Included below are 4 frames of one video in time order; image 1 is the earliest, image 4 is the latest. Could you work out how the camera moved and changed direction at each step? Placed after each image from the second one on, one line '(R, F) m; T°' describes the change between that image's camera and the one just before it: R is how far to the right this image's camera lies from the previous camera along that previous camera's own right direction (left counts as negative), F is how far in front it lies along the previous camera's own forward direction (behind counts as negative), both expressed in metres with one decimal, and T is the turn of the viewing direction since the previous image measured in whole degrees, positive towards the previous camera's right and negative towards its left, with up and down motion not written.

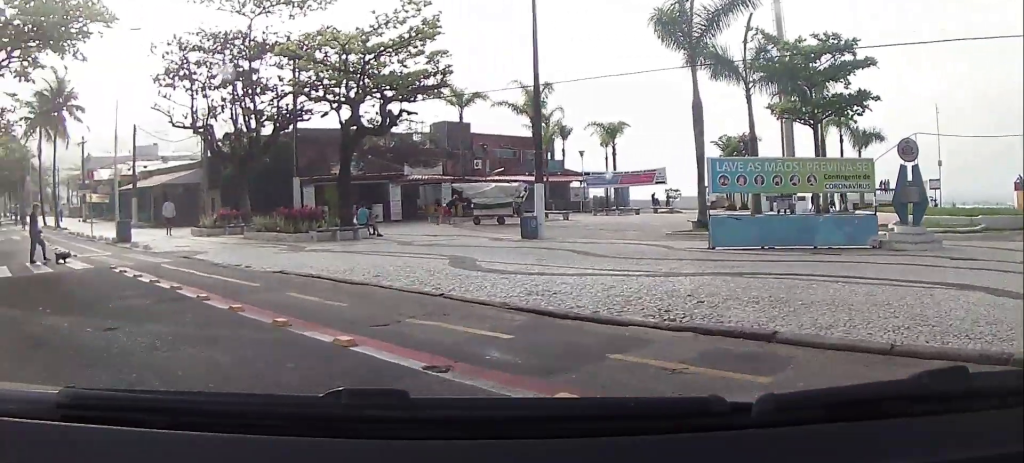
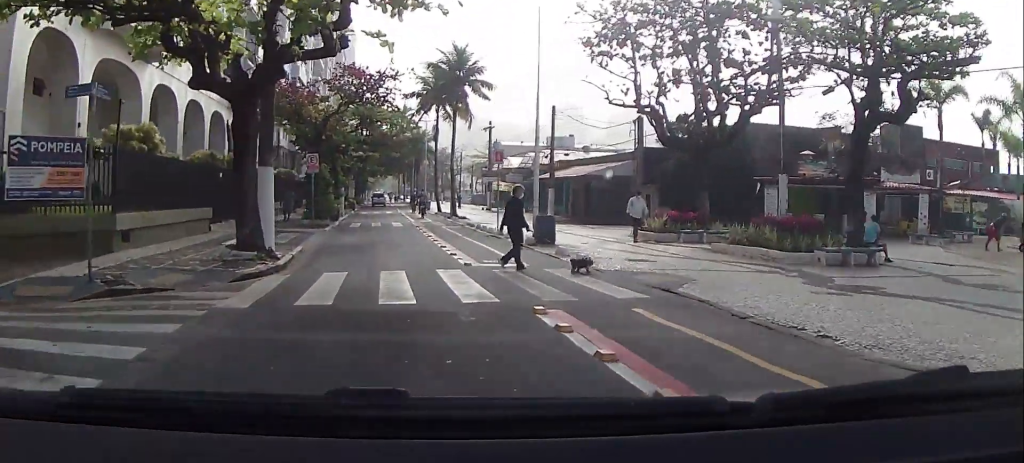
(-1.2, +5.0) m; -26°
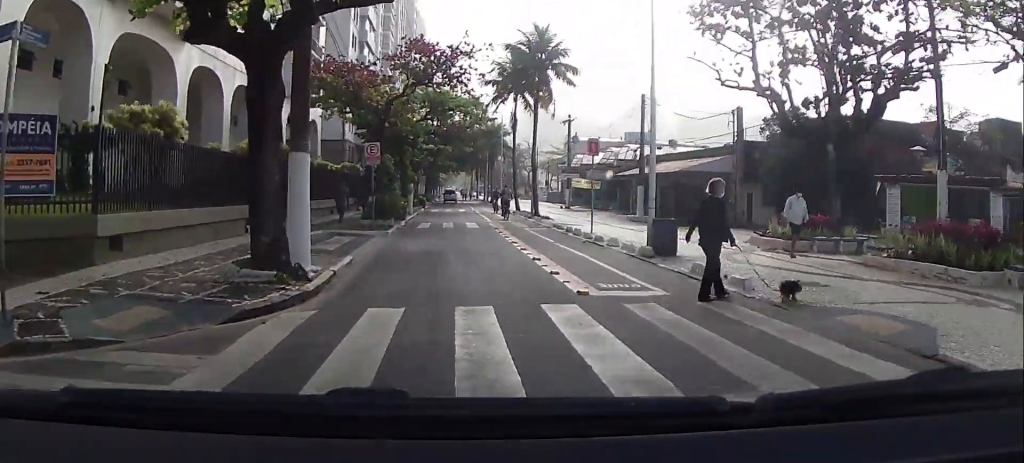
(-0.2, +2.6) m; -13°
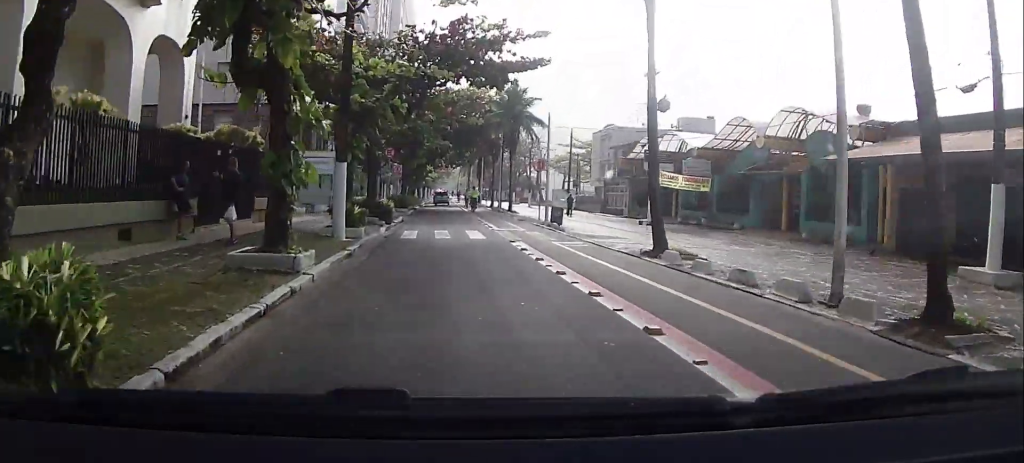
(-4.7, +23.9) m; -9°
